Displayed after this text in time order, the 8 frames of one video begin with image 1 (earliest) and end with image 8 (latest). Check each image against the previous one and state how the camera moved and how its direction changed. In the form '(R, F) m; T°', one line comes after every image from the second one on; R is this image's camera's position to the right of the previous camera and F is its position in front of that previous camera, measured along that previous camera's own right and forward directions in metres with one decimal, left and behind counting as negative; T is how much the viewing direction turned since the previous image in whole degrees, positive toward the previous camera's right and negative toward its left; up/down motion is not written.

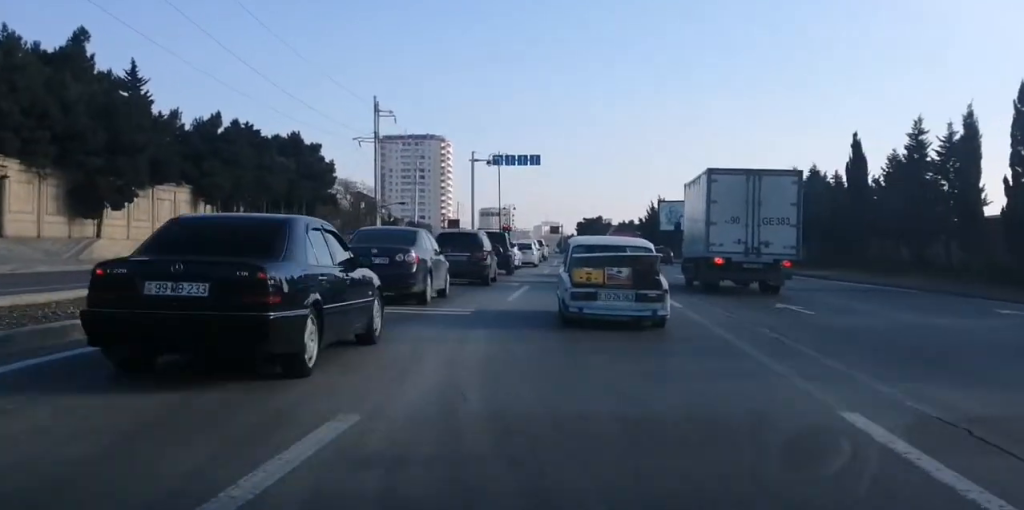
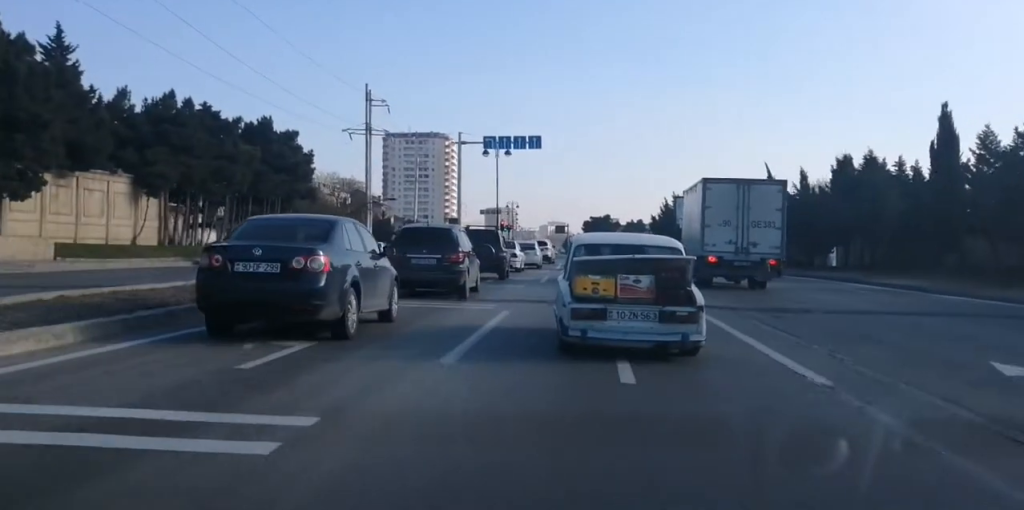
(-0.3, +12.0) m; -2°
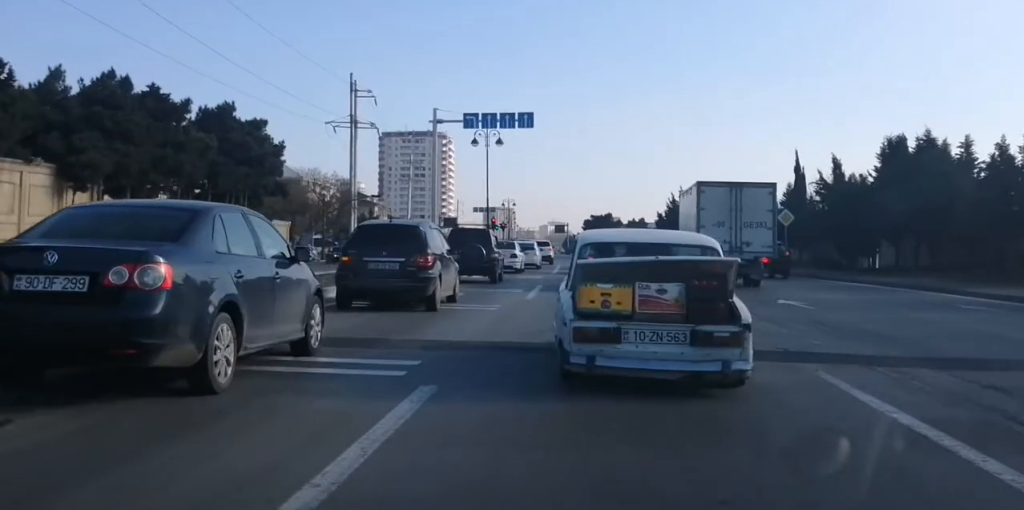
(-0.2, +7.5) m; -2°
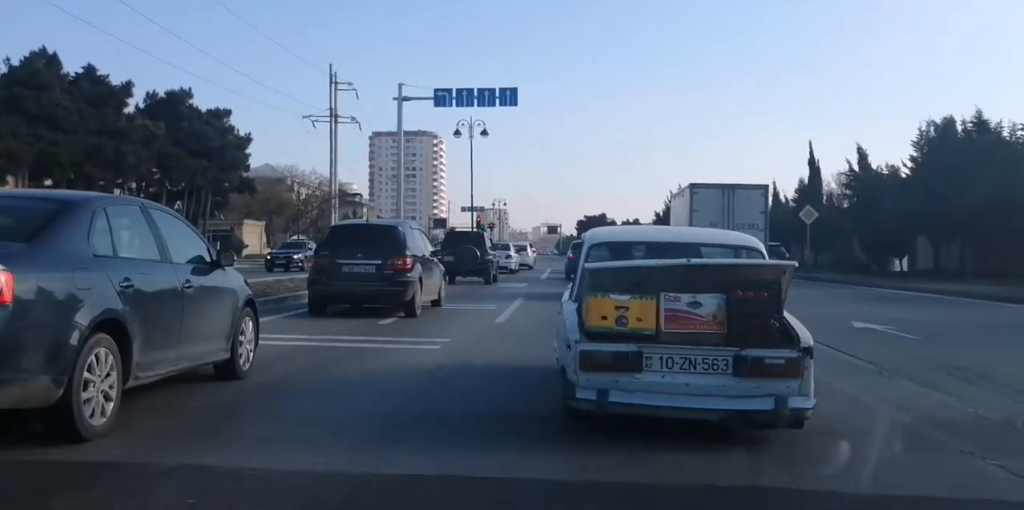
(-0.1, +4.4) m; +3°
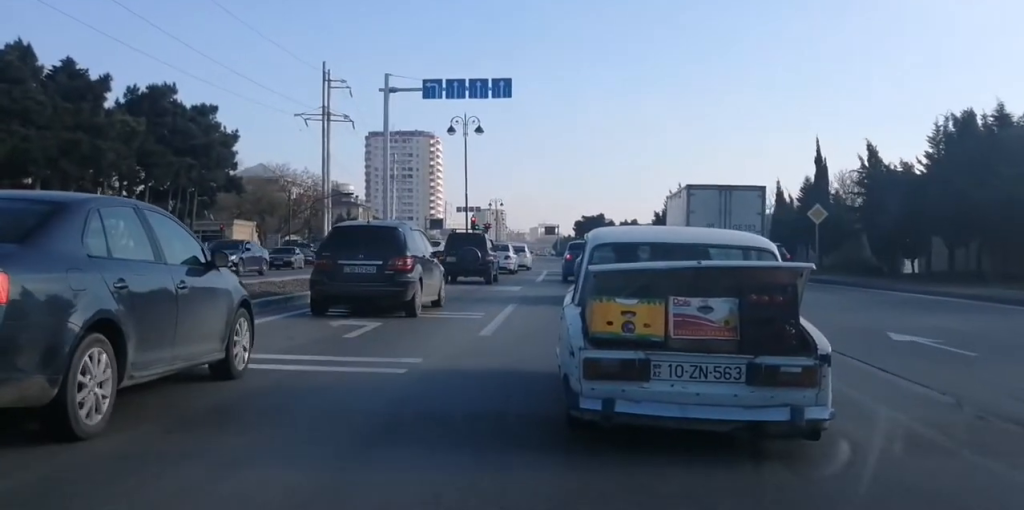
(0.0, +1.9) m; +2°
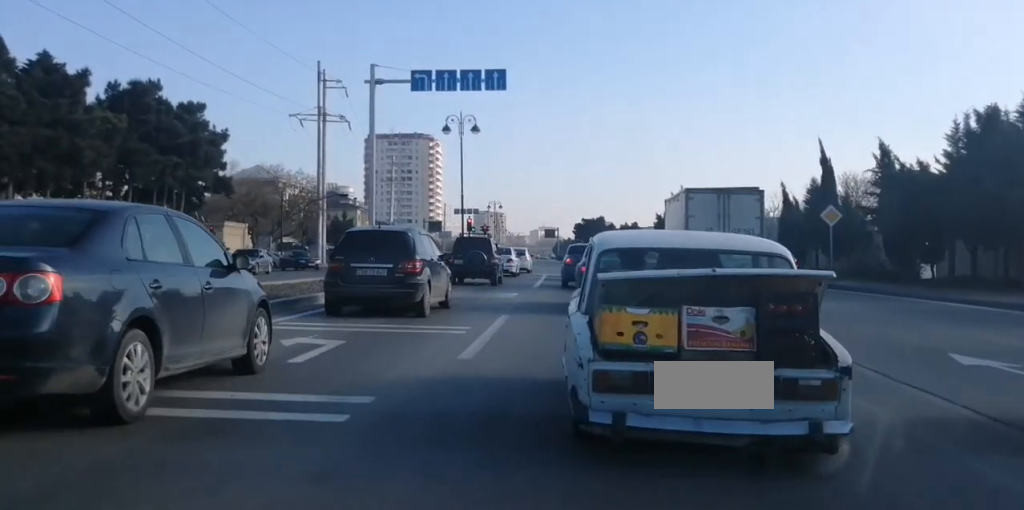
(+0.3, +2.9) m; 0°
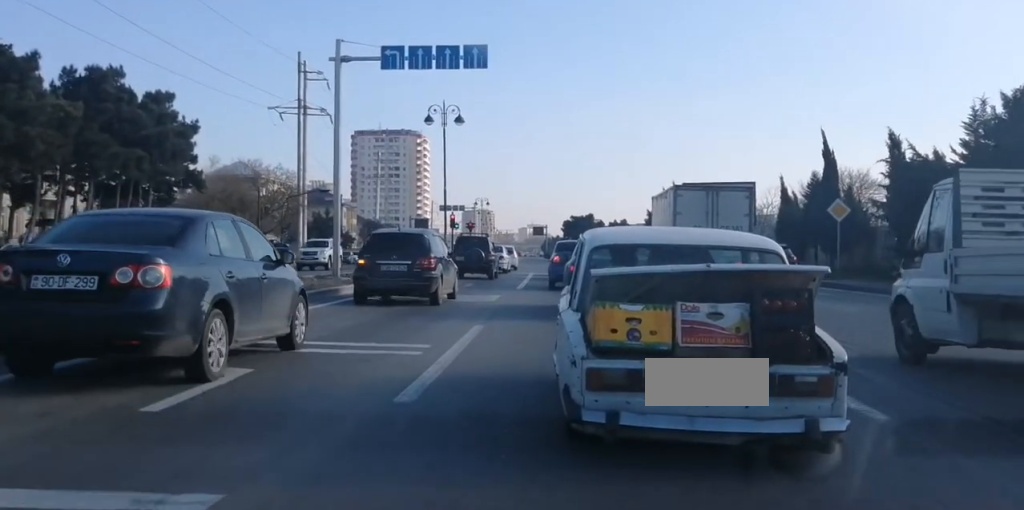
(-0.4, +3.3) m; +2°
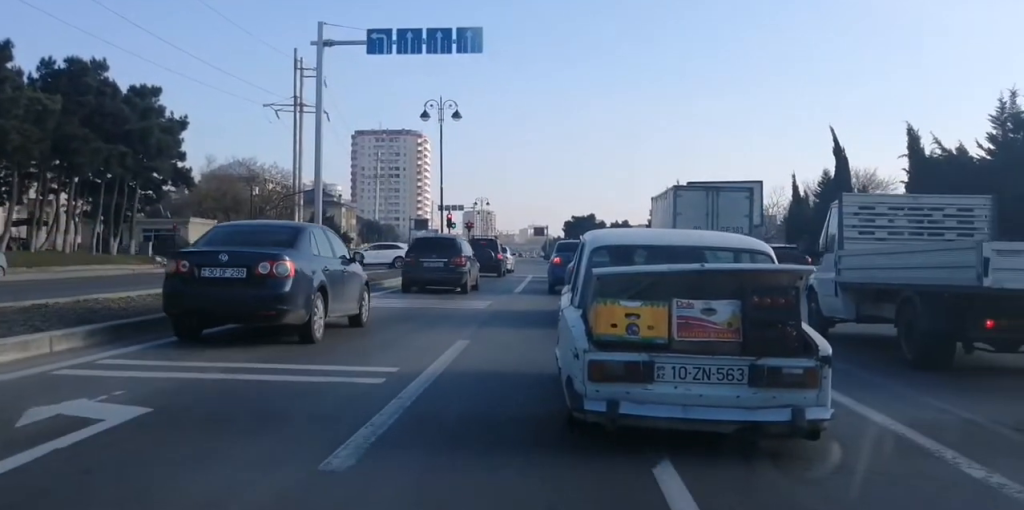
(+0.5, +2.6) m; -5°
